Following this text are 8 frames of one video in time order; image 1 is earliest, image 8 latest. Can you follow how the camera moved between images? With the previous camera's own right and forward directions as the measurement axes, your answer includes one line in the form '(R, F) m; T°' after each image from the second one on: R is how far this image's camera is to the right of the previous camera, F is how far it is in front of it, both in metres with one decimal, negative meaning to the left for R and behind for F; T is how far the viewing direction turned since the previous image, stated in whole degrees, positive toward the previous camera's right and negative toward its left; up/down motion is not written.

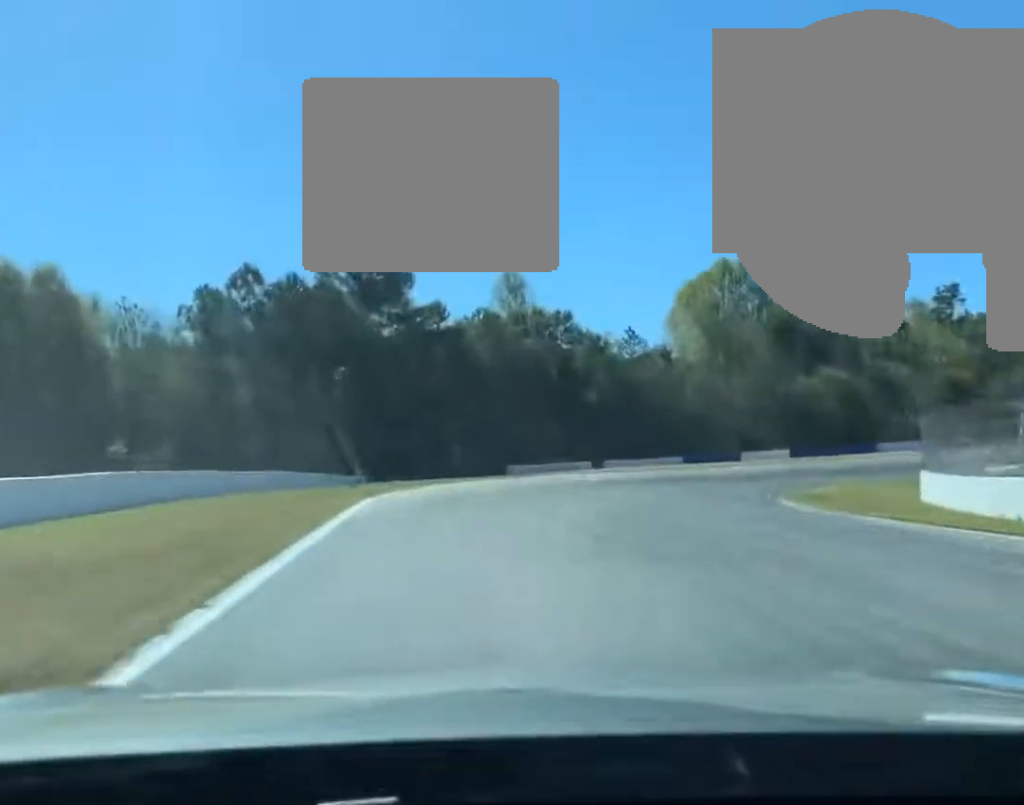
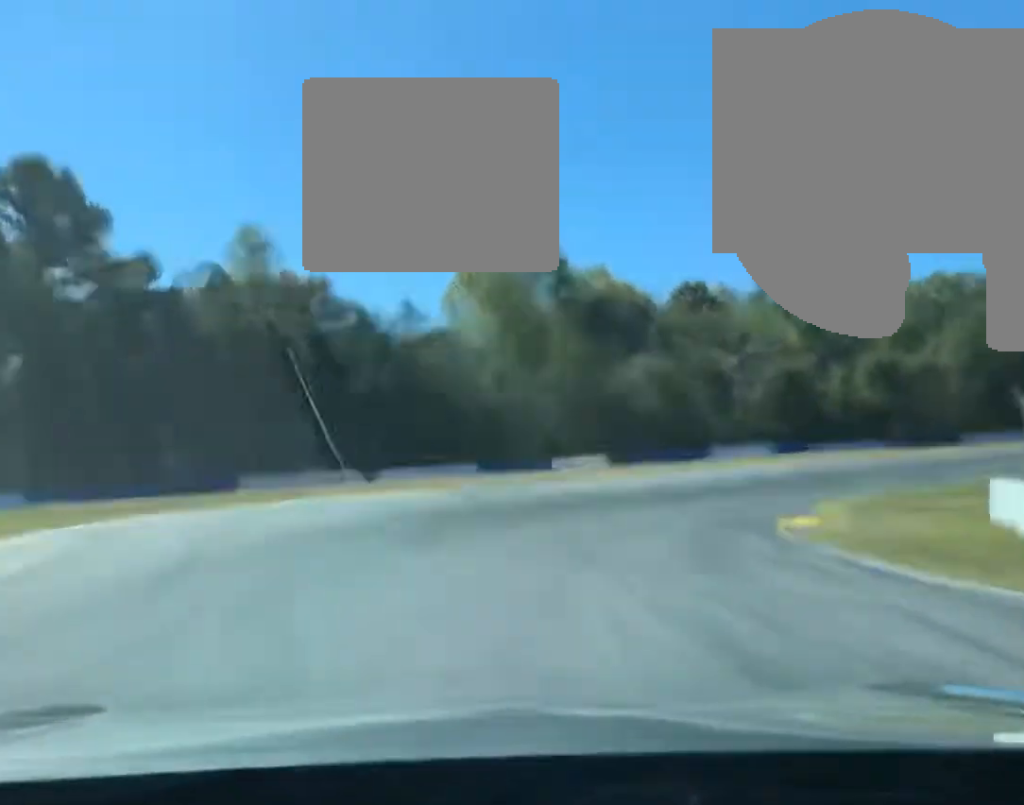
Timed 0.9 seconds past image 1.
(+2.1, +26.7) m; +17°
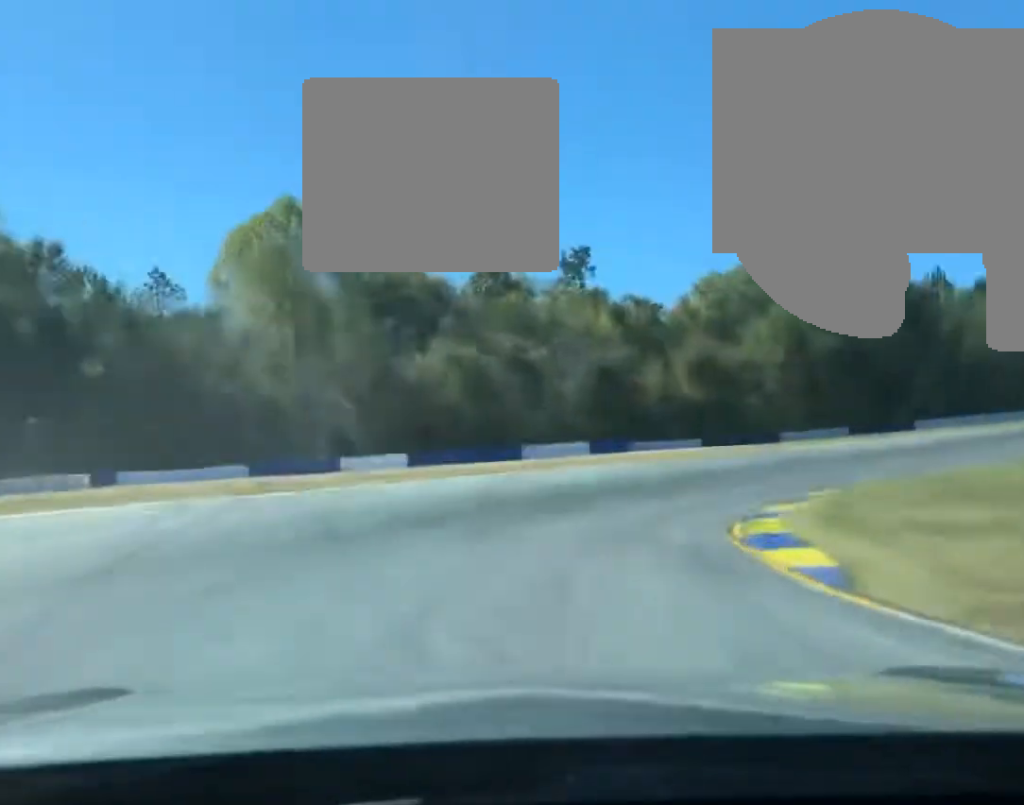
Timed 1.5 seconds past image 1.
(+1.7, +16.8) m; +15°
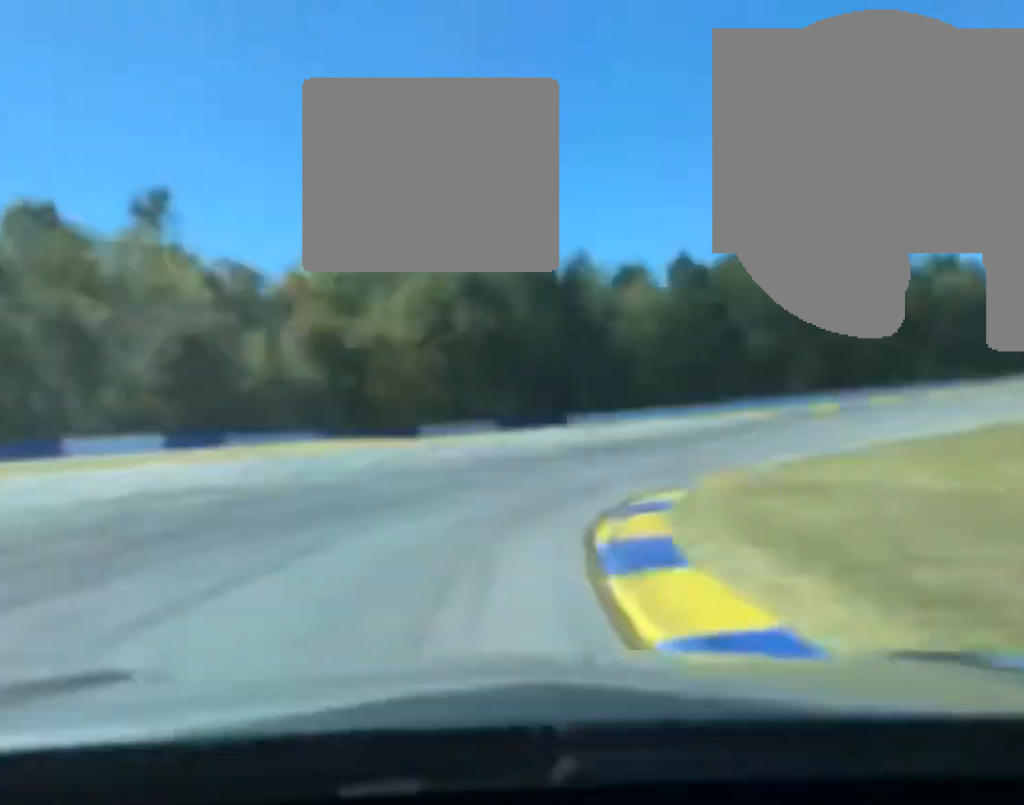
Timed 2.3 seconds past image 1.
(+4.7, +22.7) m; +20°
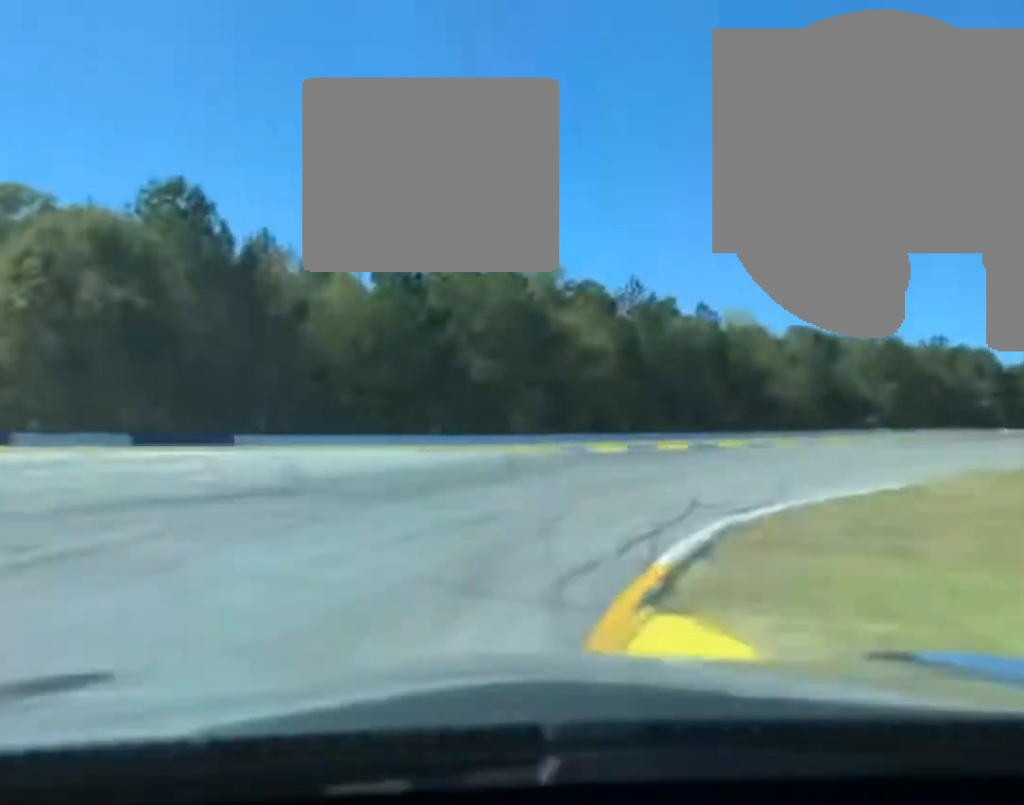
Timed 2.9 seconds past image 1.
(+2.7, +20.5) m; +11°
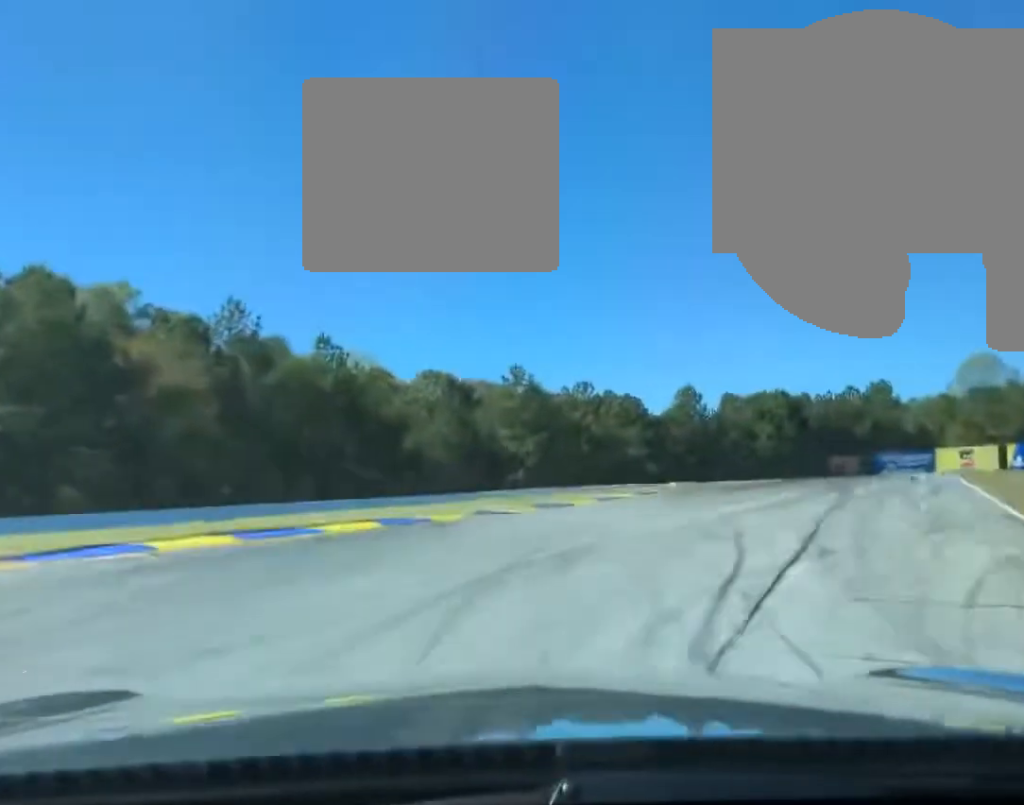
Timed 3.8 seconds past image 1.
(+3.6, +28.4) m; +13°
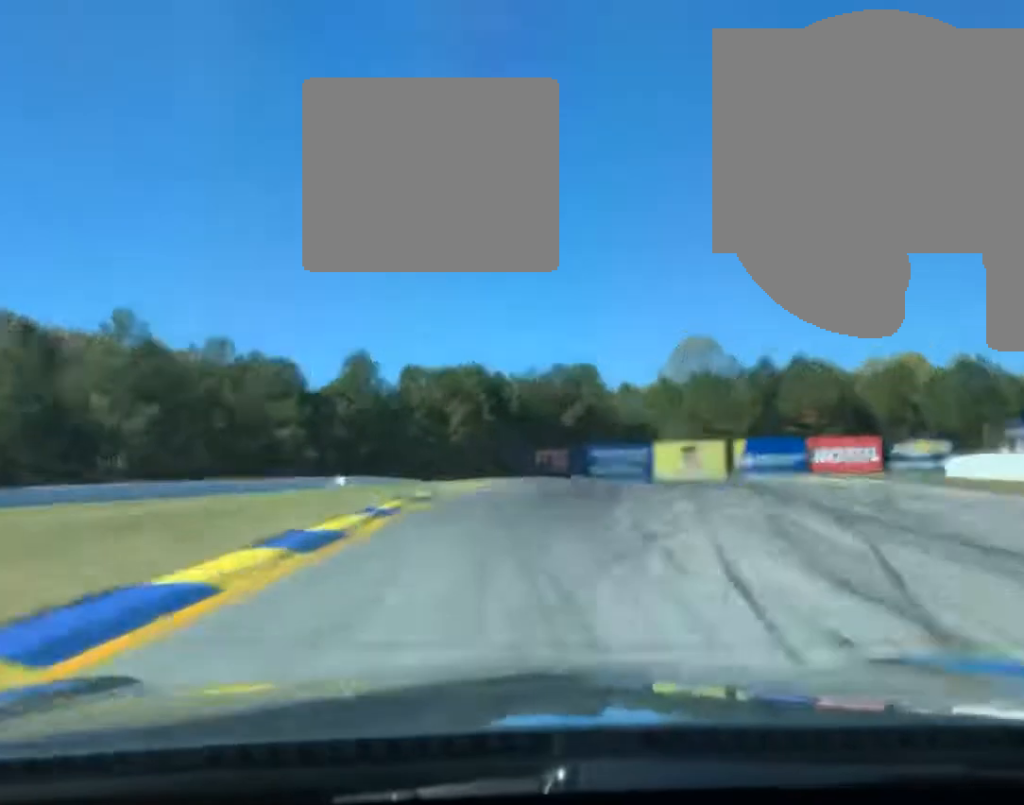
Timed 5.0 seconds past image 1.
(+4.9, +37.5) m; +13°
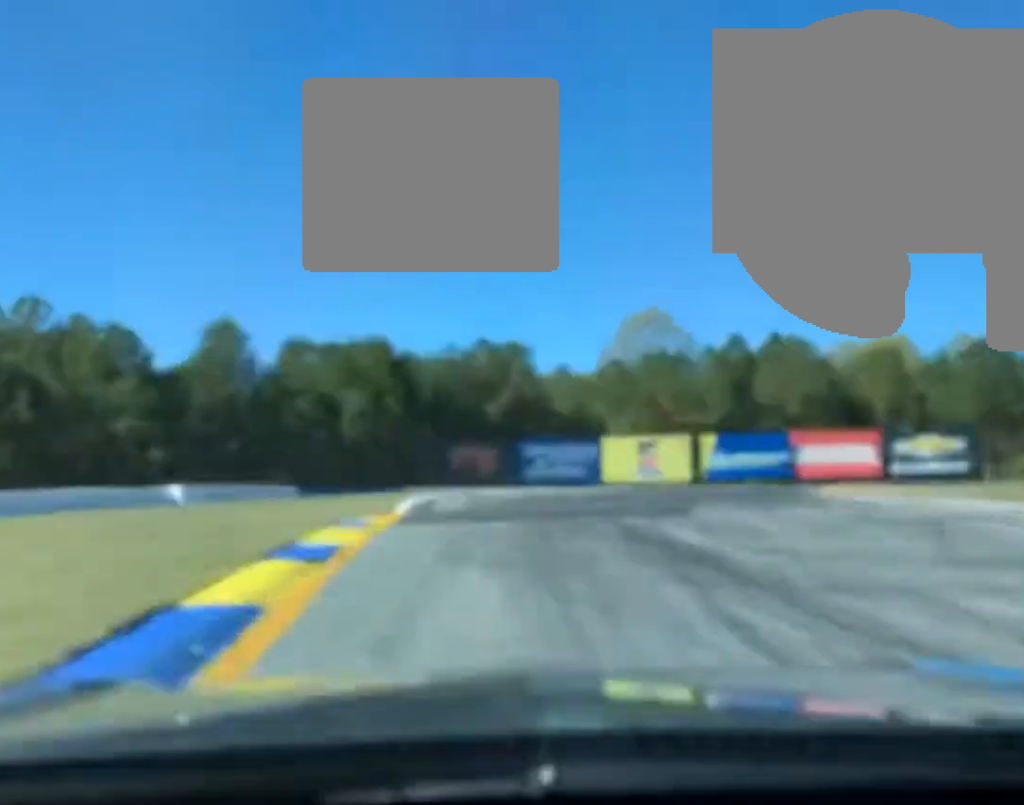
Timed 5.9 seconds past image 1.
(+2.0, +27.9) m; +7°
